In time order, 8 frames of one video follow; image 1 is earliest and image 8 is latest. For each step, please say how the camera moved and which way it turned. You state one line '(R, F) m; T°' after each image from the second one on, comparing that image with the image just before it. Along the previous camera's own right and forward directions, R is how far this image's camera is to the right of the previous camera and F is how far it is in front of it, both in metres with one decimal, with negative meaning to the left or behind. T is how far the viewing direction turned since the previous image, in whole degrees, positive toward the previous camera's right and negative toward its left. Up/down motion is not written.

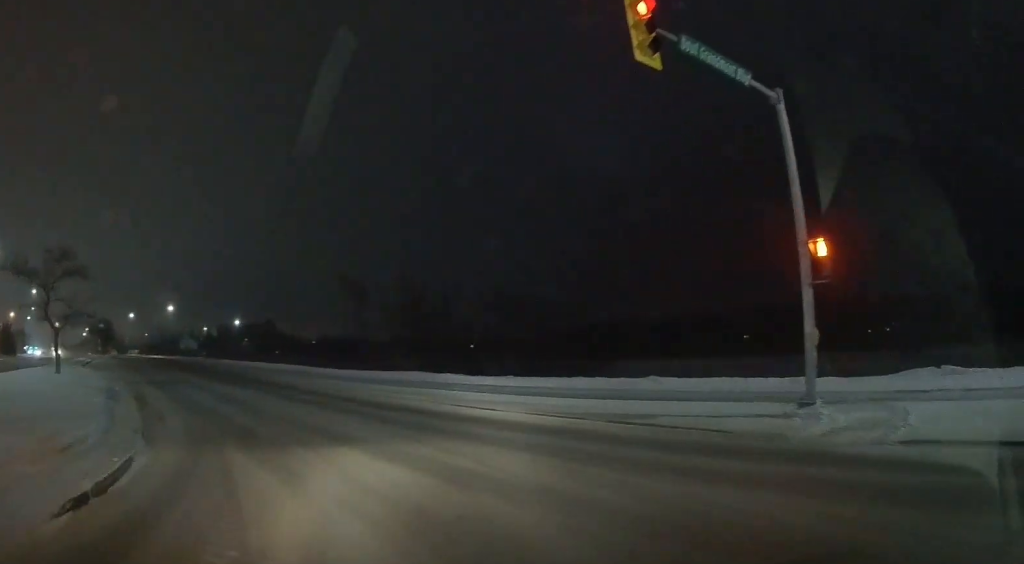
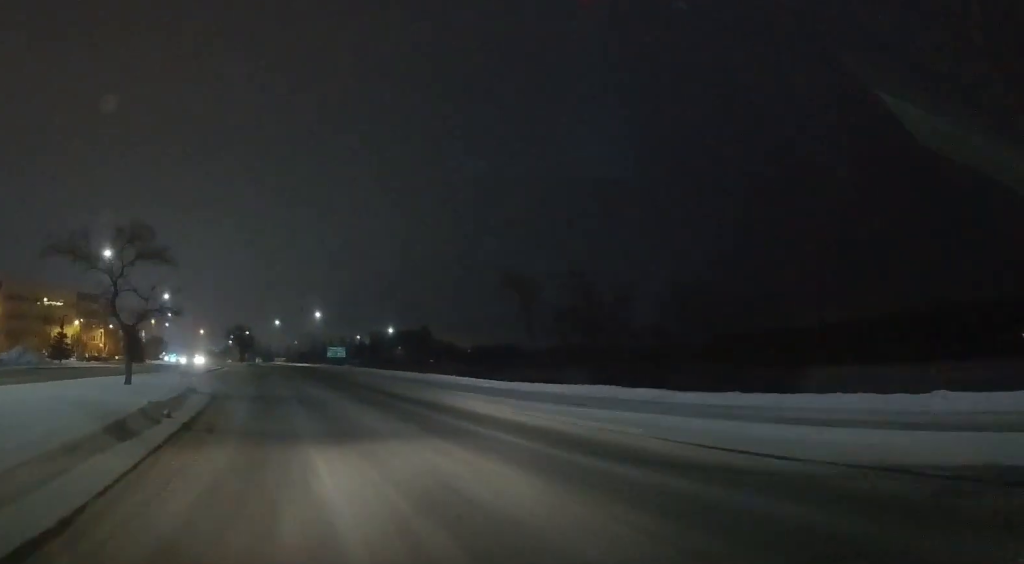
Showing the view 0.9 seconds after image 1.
(-1.4, +6.7) m; -16°
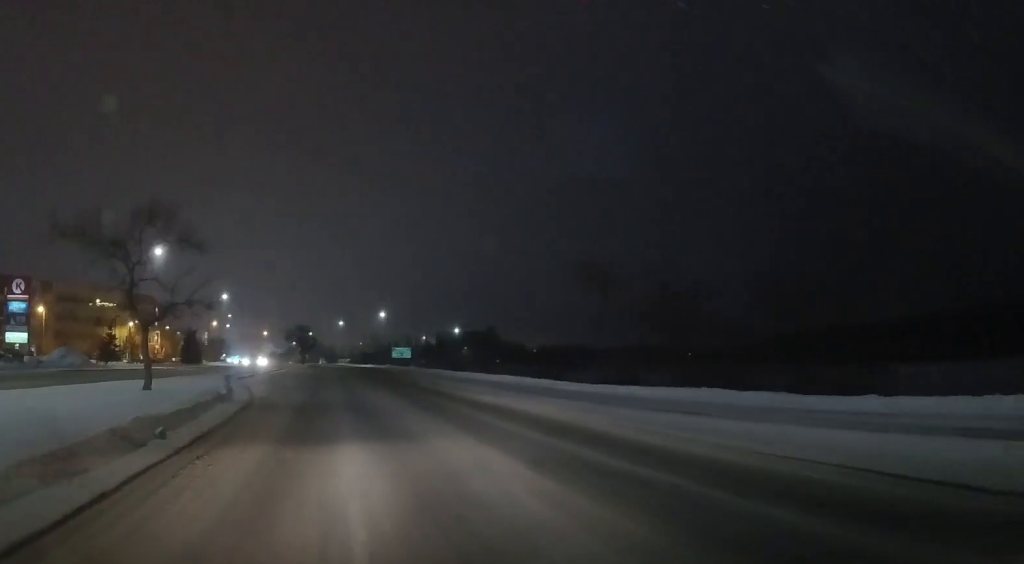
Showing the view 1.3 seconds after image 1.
(-0.2, +3.6) m; -5°
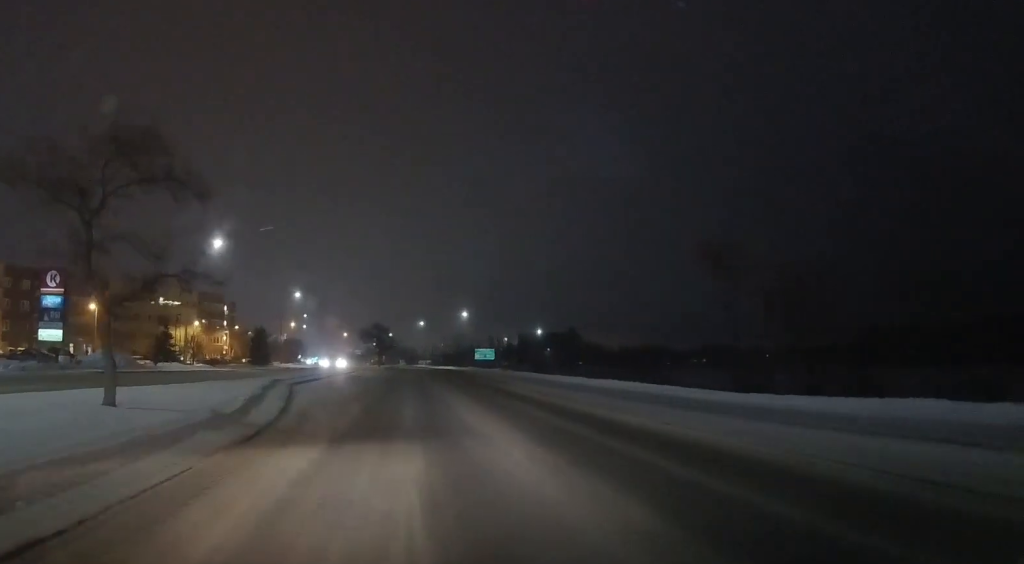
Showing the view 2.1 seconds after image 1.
(-0.3, +6.7) m; -5°
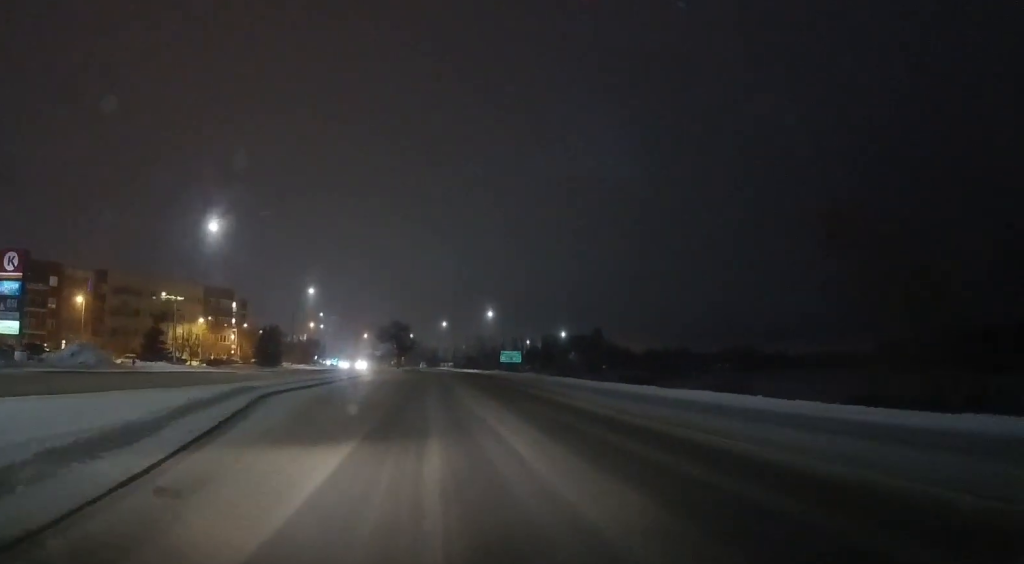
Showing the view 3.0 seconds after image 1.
(-0.4, +9.1) m; -3°
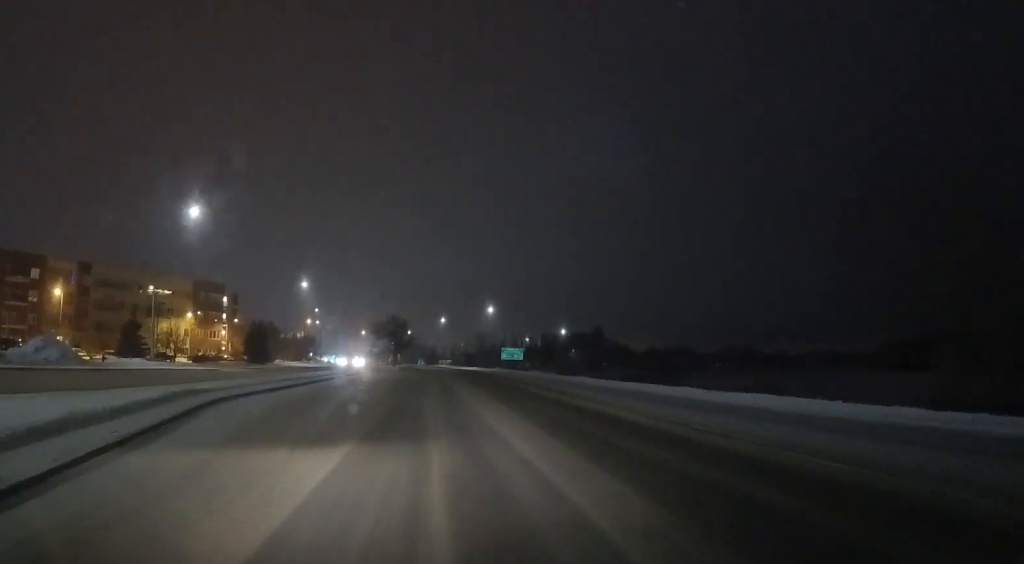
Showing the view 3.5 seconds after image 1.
(0.0, +4.9) m; 0°
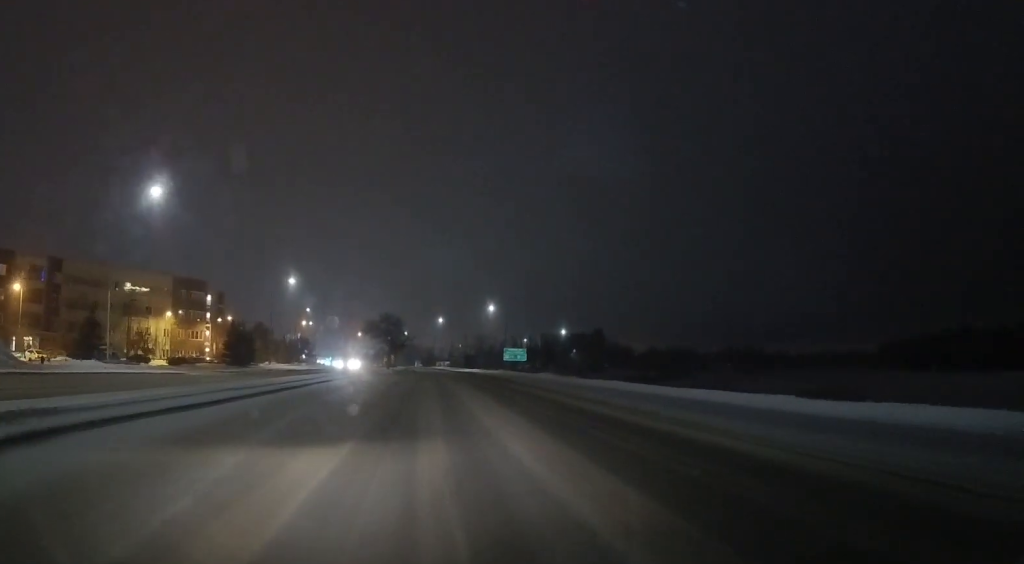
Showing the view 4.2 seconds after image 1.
(0.0, +8.0) m; 0°
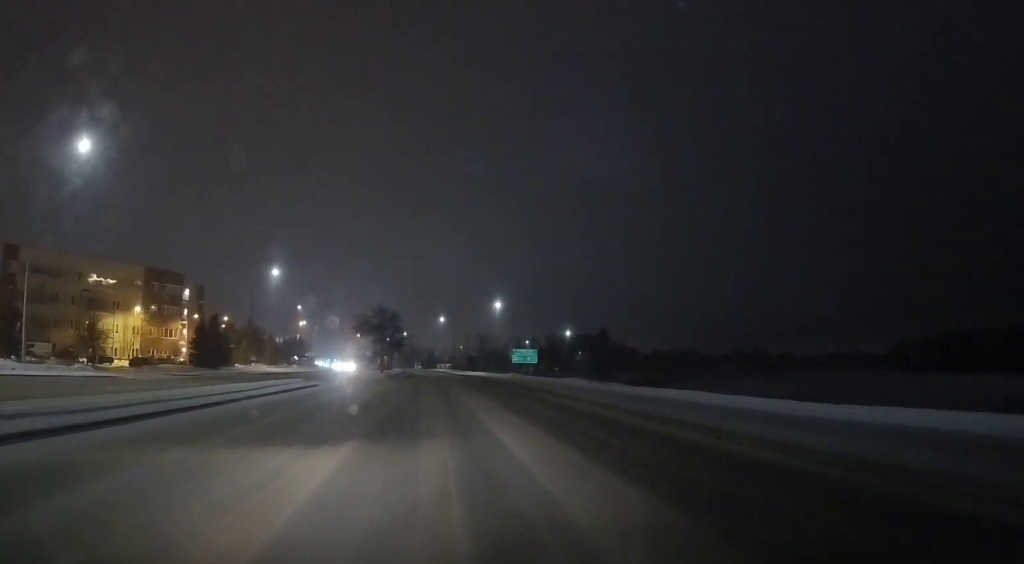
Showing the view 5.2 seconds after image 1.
(0.0, +11.8) m; +1°
